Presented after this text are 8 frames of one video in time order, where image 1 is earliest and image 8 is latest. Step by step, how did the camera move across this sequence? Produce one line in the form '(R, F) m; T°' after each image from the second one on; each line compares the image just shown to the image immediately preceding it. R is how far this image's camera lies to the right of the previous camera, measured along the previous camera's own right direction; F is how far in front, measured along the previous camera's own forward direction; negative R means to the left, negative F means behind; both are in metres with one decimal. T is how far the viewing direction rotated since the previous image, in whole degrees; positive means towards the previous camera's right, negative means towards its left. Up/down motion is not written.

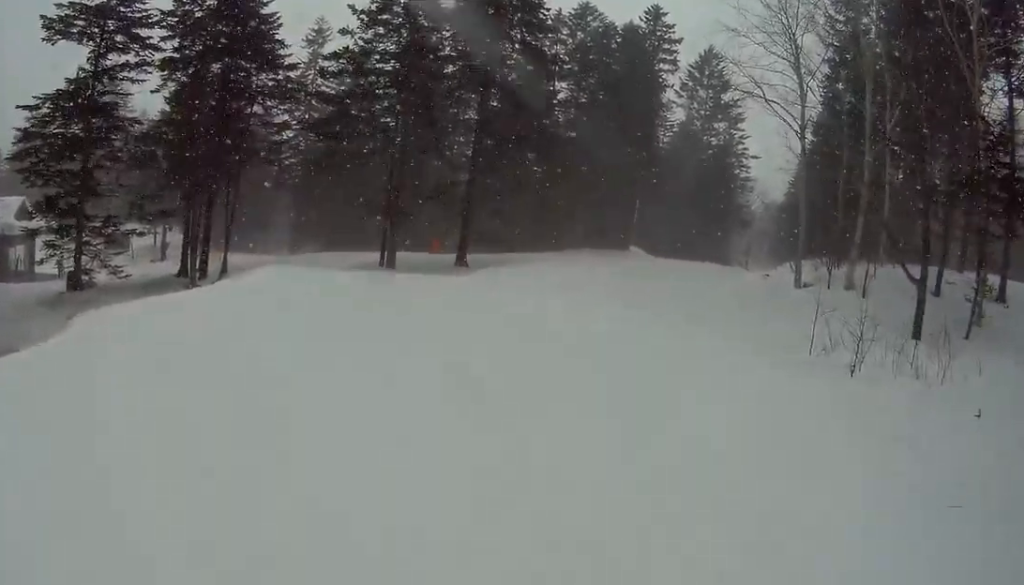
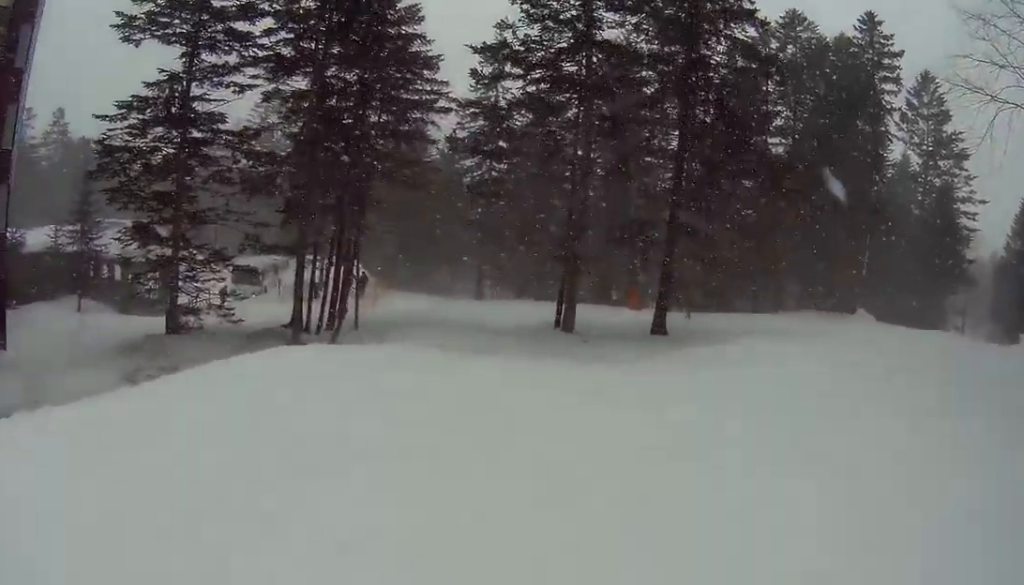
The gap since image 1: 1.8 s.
(-1.6, +10.9) m; -8°
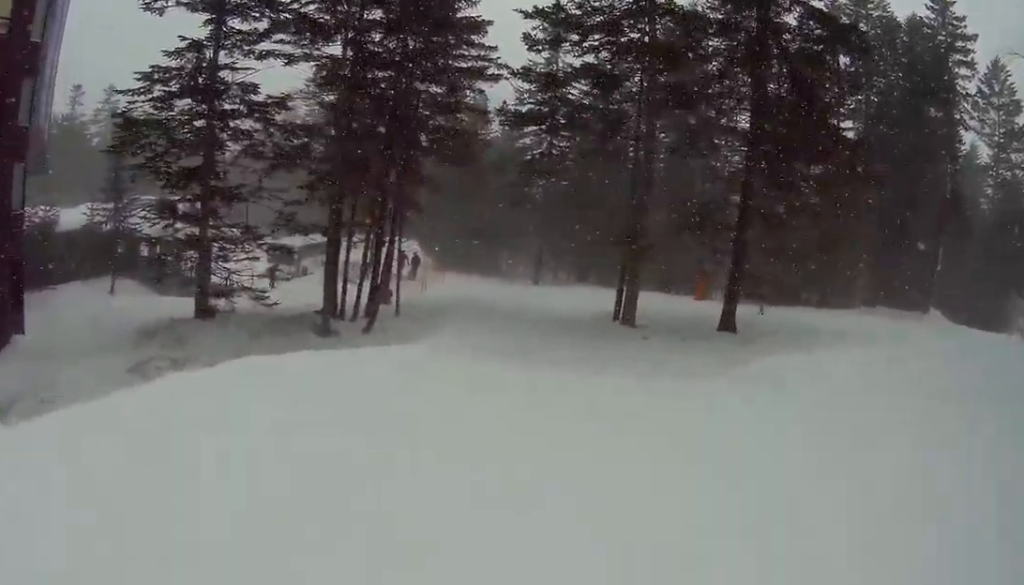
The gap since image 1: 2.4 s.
(+0.2, +3.0) m; 0°
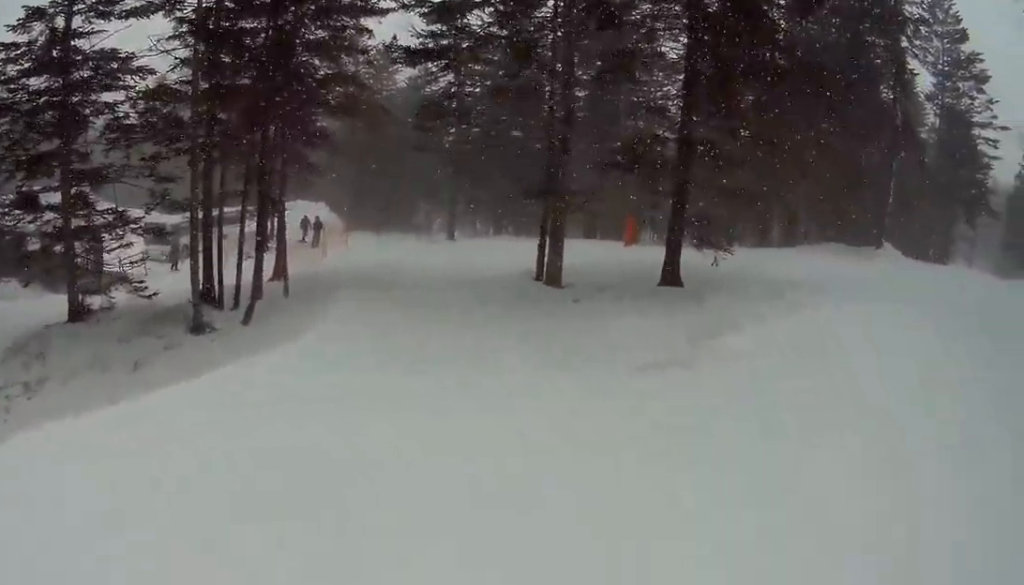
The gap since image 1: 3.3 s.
(-0.4, +4.3) m; -7°
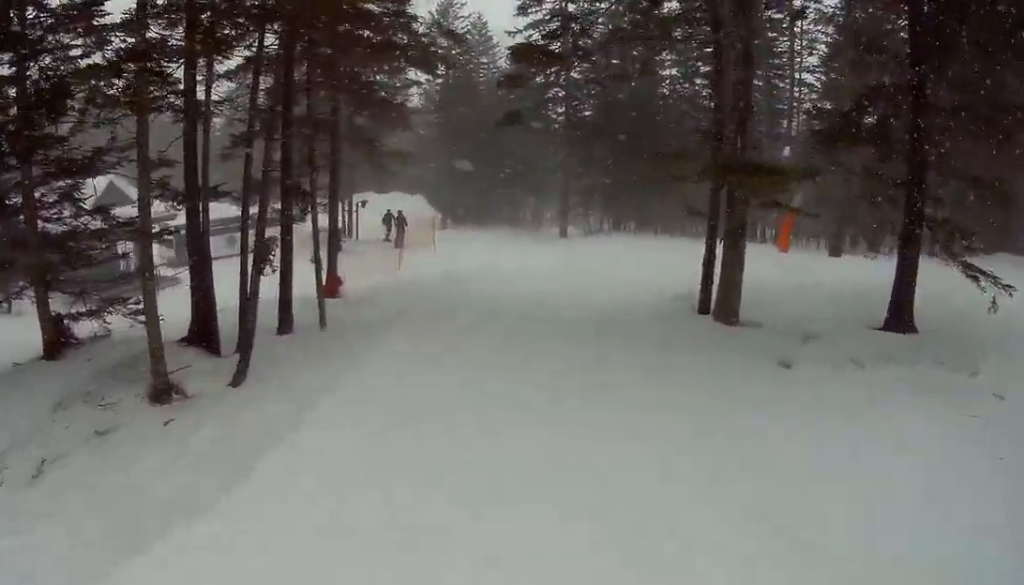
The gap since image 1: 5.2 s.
(-0.3, +9.1) m; -2°
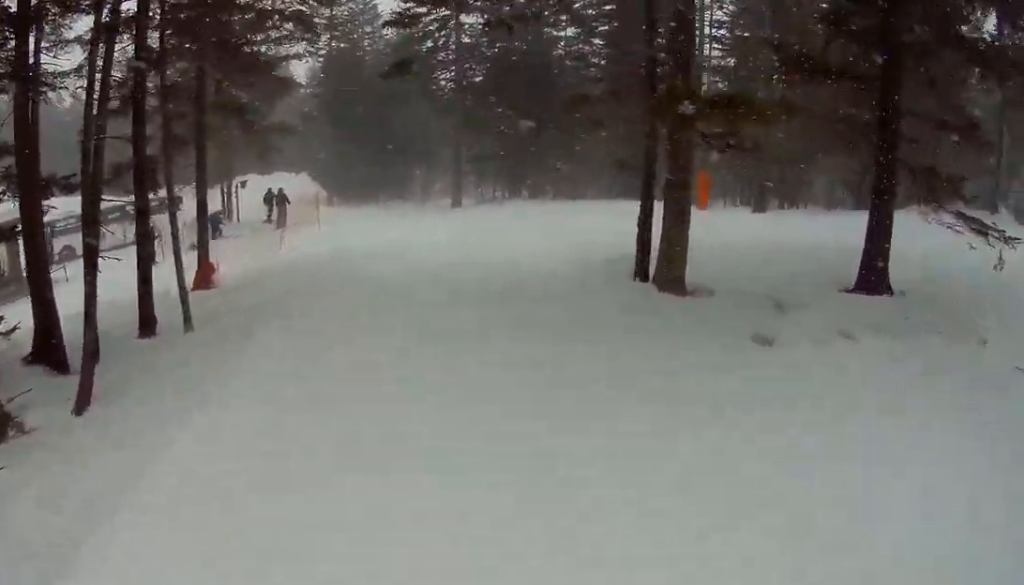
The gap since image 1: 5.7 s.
(0.0, +2.6) m; -3°
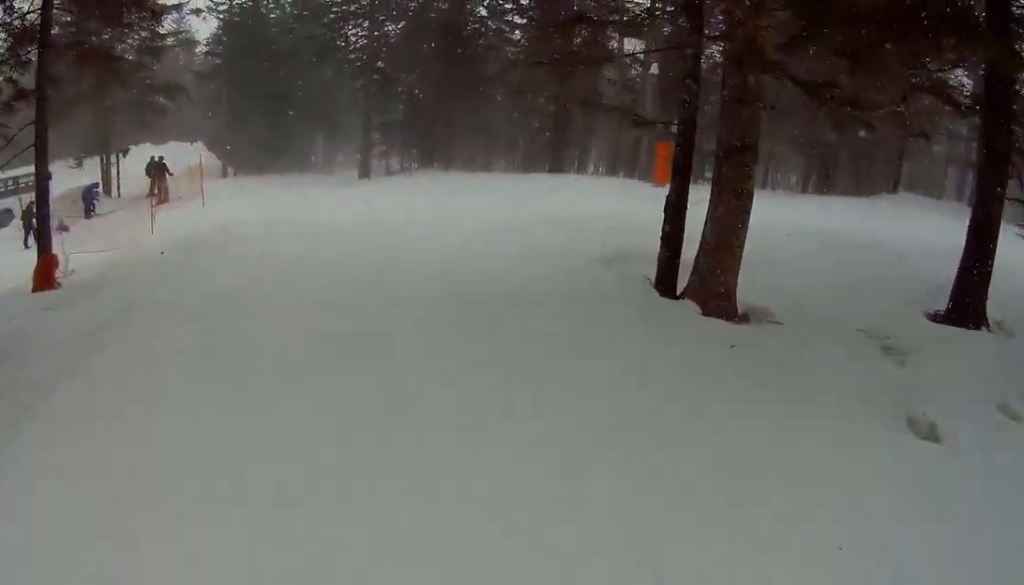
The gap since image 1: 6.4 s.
(0.0, +4.3) m; -6°
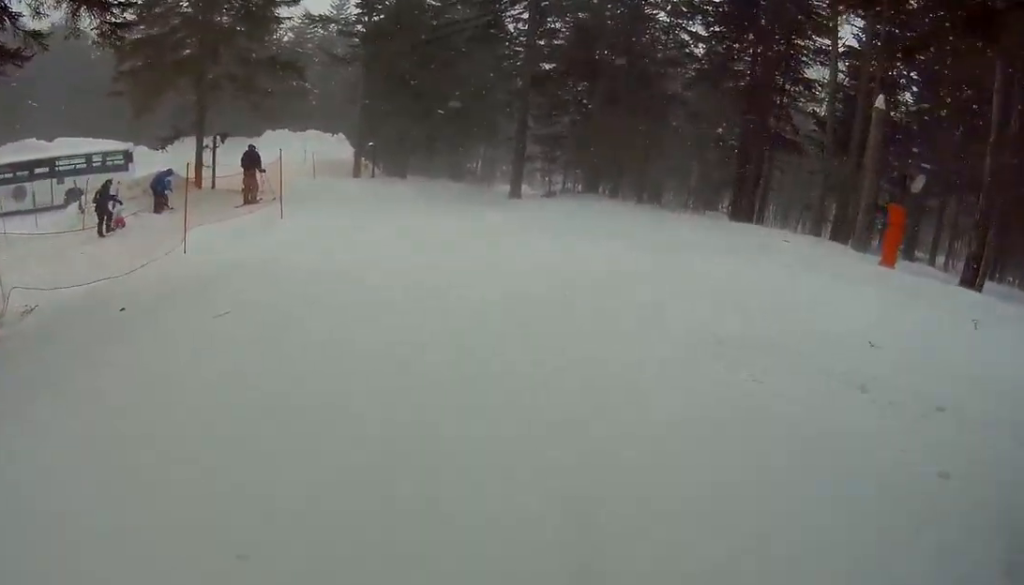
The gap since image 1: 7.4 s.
(-0.8, +6.6) m; -7°
